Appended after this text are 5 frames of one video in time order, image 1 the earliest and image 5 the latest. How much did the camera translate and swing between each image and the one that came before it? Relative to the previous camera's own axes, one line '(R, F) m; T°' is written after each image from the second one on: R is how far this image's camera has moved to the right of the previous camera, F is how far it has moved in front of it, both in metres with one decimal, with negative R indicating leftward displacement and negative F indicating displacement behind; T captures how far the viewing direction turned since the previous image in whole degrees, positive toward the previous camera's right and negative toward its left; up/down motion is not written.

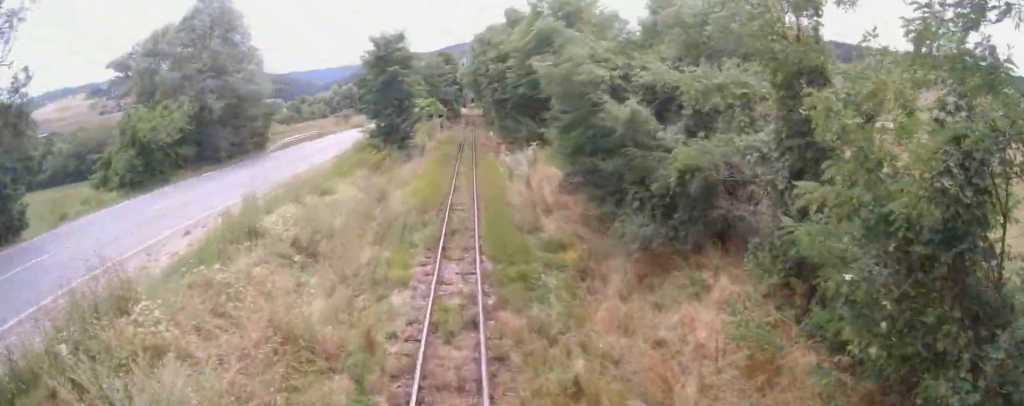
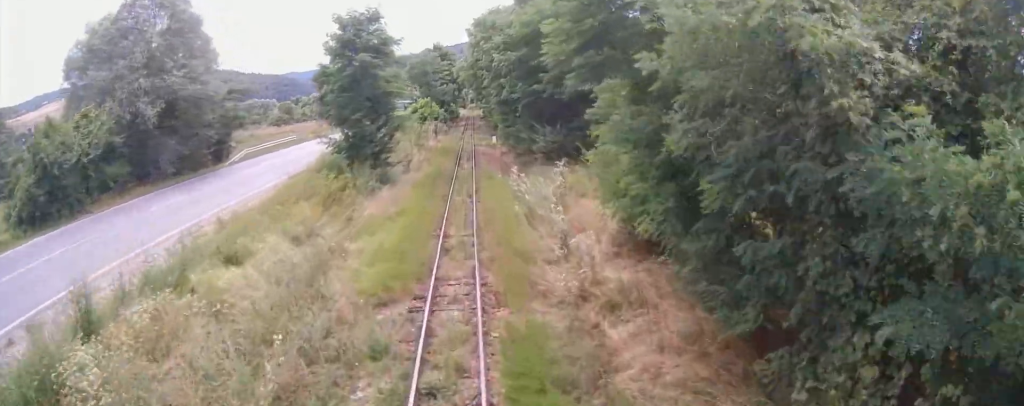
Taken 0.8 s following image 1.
(-0.2, +8.1) m; -2°
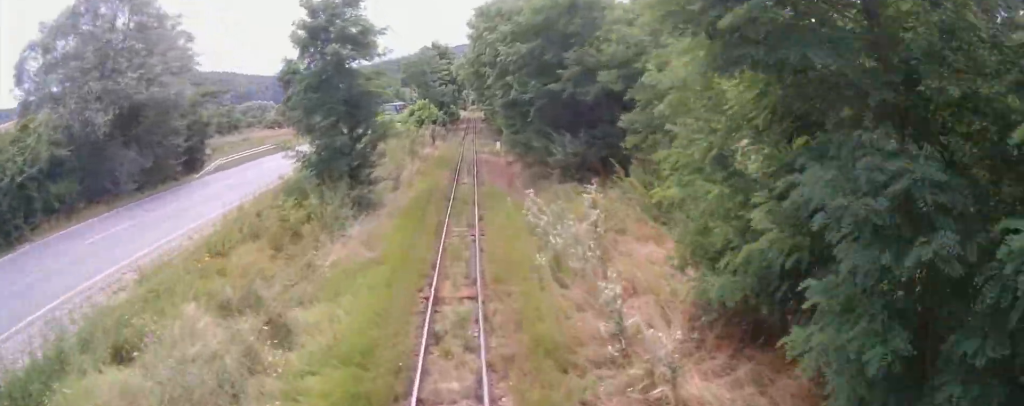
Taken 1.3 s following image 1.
(0.0, +4.6) m; 0°
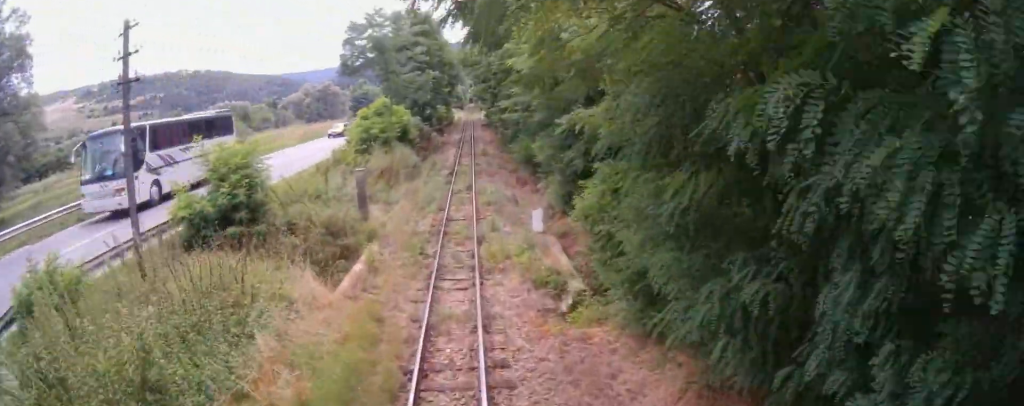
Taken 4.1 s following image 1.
(-0.3, +26.5) m; -1°
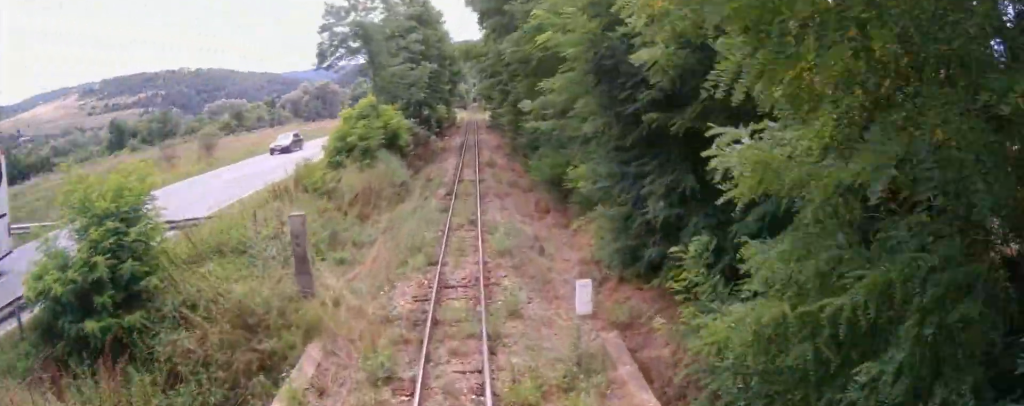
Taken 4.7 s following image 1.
(+0.1, +6.1) m; +1°
